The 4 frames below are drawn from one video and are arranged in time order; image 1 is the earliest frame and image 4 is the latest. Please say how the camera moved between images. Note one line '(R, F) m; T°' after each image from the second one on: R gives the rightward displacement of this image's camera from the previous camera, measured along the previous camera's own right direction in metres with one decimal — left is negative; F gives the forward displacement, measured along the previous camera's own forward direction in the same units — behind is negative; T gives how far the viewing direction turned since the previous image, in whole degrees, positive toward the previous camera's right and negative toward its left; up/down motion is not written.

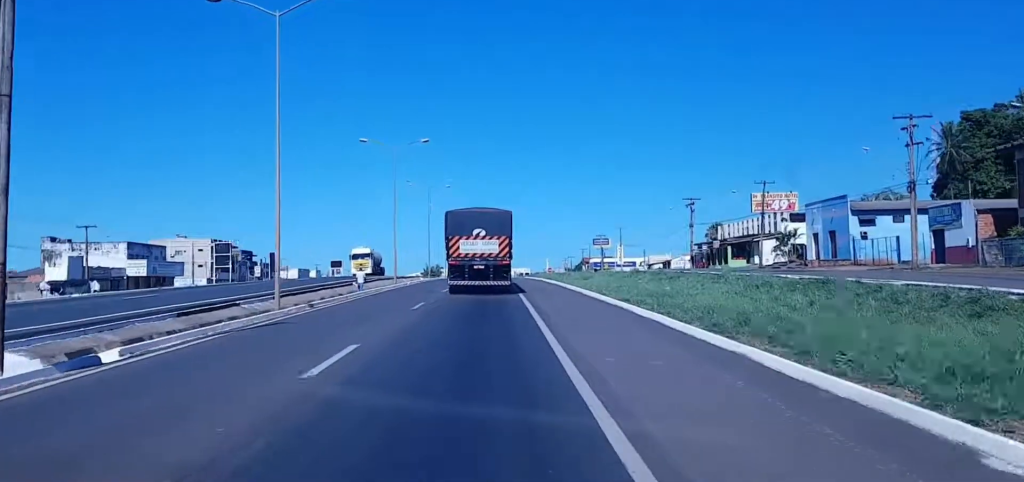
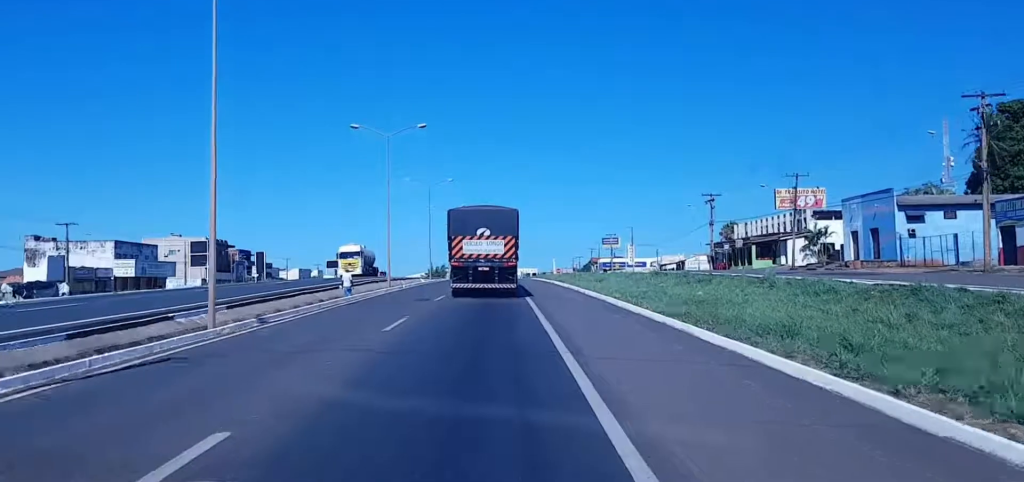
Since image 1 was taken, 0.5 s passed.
(0.0, +9.2) m; +1°
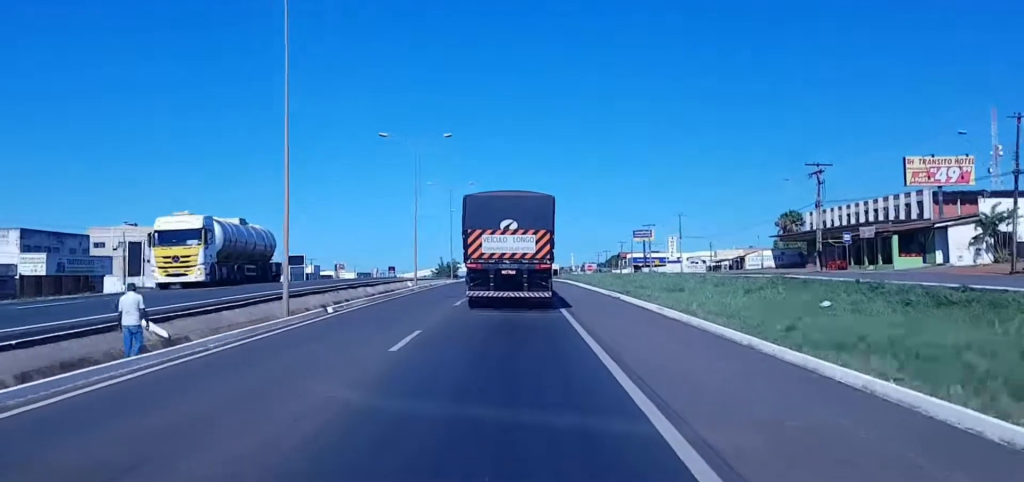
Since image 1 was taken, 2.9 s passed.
(+0.9, +38.1) m; +2°
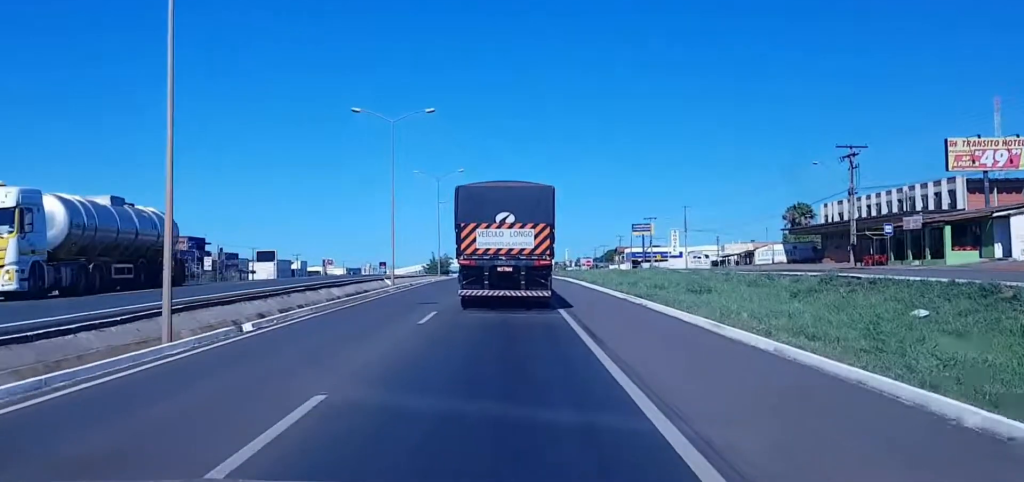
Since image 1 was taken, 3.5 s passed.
(0.0, +10.6) m; +1°
